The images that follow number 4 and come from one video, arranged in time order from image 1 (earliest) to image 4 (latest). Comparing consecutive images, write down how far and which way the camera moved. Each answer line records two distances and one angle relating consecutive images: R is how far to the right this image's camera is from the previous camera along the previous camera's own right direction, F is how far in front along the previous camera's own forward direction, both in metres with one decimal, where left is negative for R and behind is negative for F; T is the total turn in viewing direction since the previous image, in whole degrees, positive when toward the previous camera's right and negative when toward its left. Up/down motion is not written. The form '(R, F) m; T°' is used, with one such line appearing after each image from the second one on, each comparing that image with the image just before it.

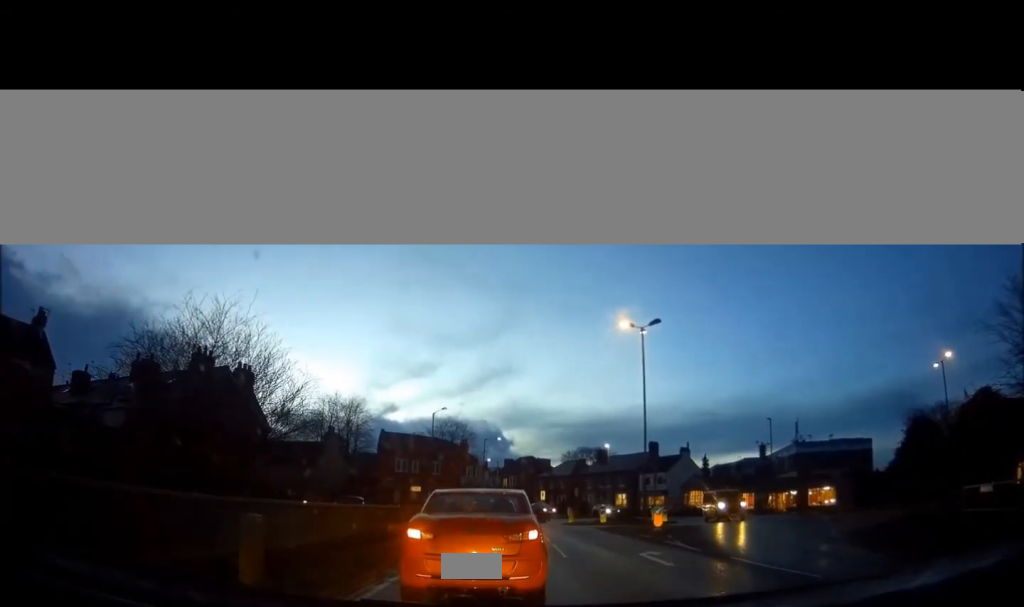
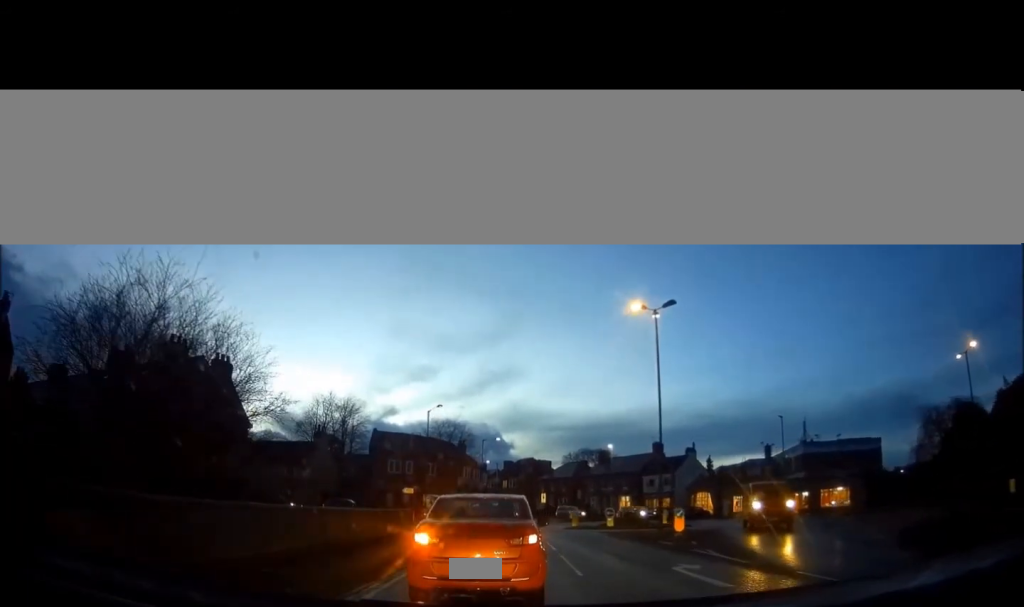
(+0.4, +3.1) m; +1°
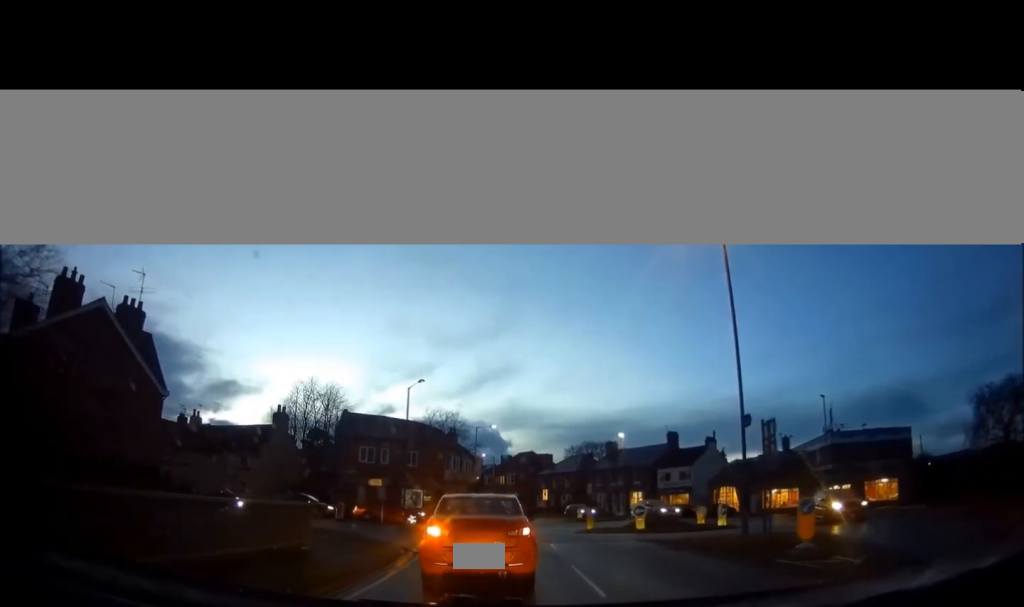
(-0.2, +9.3) m; -4°
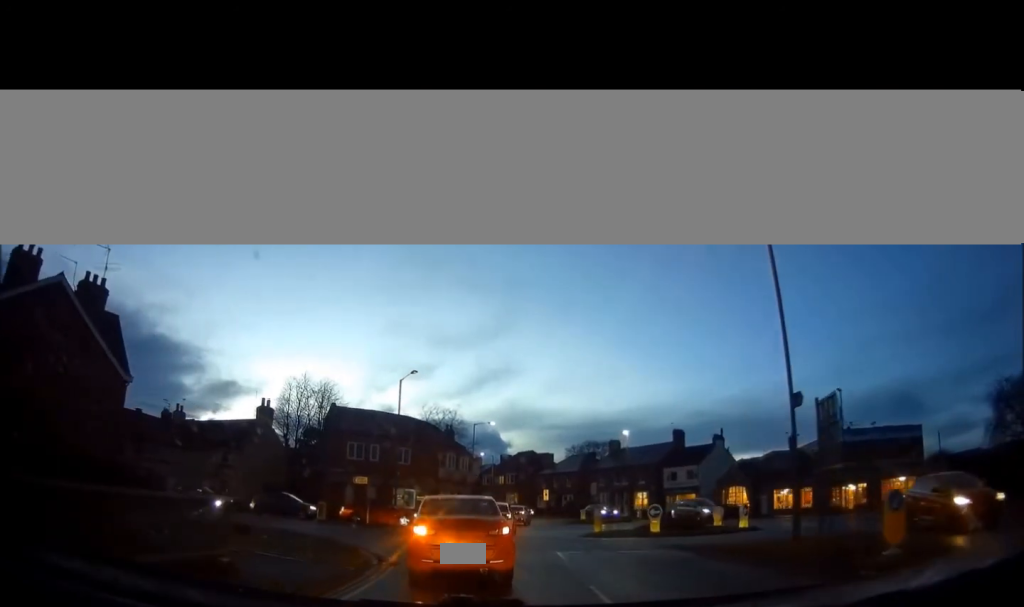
(0.0, +2.8) m; +1°
